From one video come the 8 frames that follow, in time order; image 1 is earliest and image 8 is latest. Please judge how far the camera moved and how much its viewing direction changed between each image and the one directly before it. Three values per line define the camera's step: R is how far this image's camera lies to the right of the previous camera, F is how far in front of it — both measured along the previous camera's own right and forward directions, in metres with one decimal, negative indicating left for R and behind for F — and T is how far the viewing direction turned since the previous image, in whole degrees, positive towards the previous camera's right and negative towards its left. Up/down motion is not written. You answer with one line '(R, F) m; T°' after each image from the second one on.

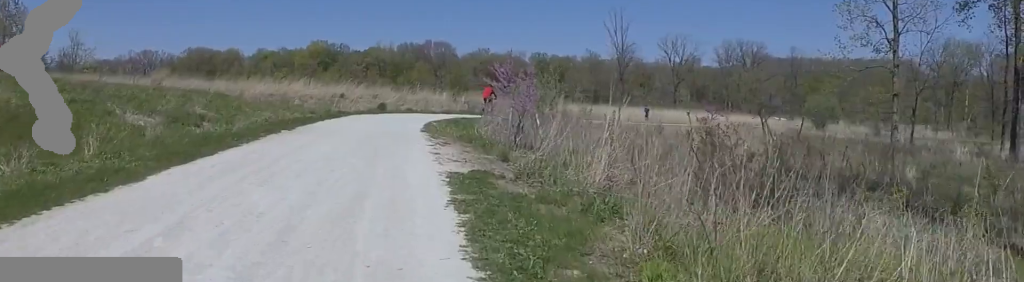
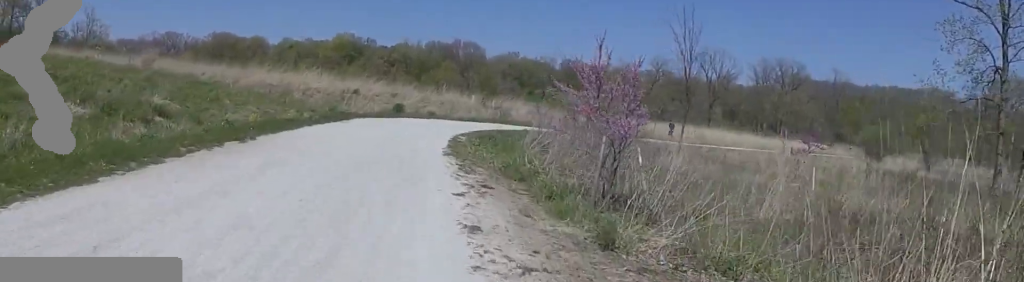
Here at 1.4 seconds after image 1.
(+0.9, +5.2) m; +18°
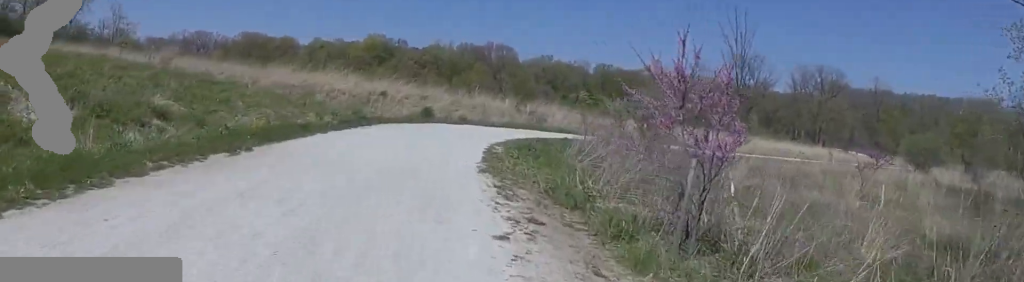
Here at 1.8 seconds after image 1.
(0.0, +1.9) m; 0°
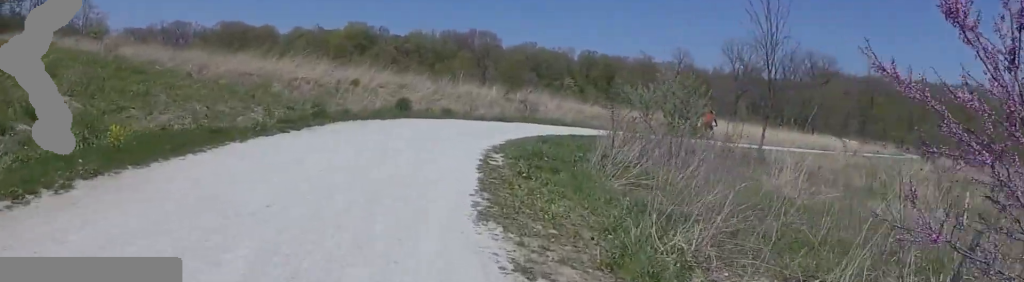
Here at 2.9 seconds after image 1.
(-0.1, +4.4) m; -5°
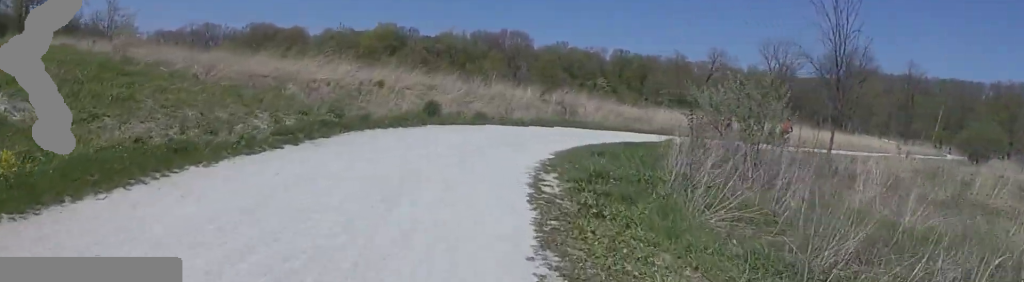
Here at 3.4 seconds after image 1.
(0.0, +2.5) m; -4°
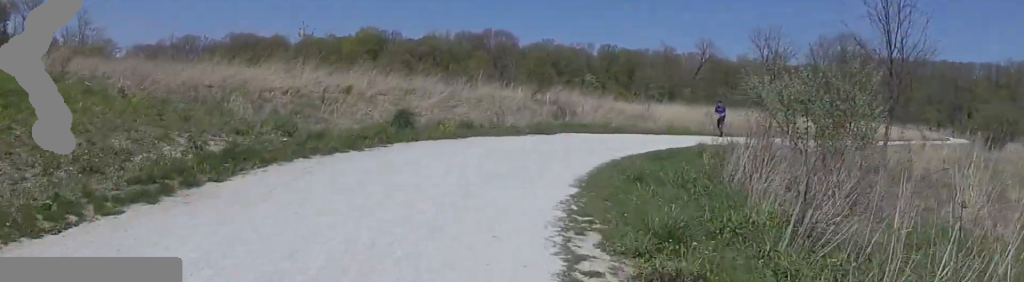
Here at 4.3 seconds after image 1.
(-0.4, +4.0) m; +1°
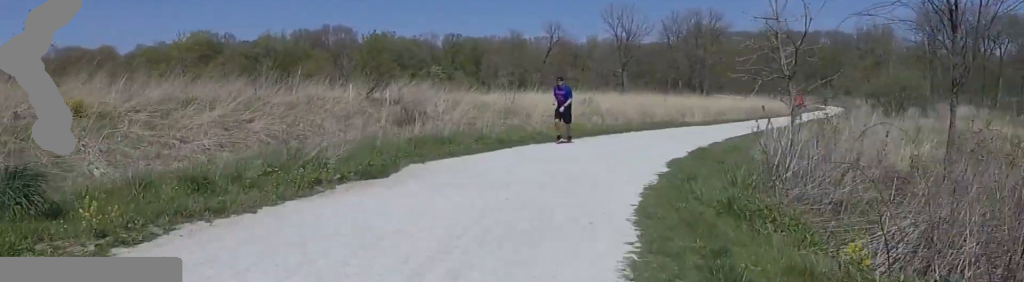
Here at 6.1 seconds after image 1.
(+2.3, +8.5) m; +21°
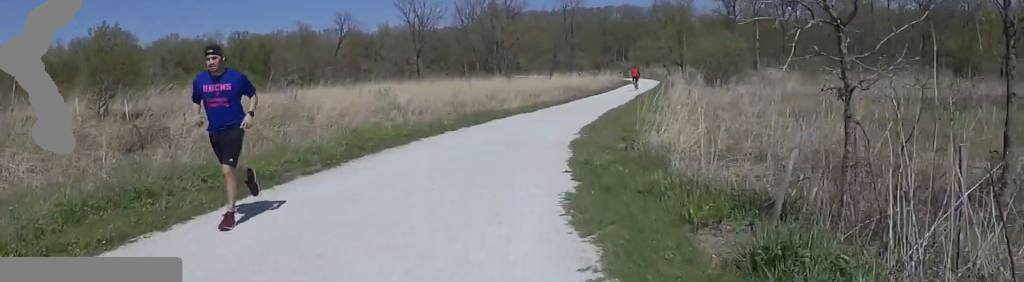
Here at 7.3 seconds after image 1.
(-0.2, +6.2) m; +7°
